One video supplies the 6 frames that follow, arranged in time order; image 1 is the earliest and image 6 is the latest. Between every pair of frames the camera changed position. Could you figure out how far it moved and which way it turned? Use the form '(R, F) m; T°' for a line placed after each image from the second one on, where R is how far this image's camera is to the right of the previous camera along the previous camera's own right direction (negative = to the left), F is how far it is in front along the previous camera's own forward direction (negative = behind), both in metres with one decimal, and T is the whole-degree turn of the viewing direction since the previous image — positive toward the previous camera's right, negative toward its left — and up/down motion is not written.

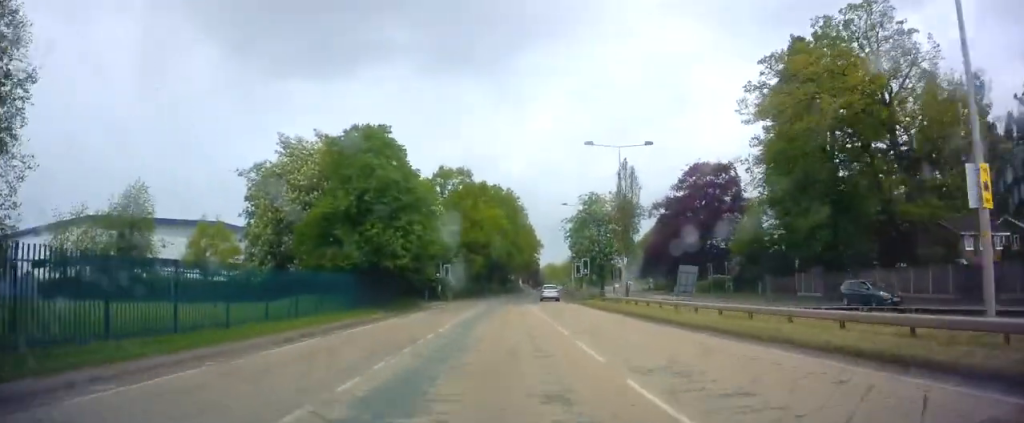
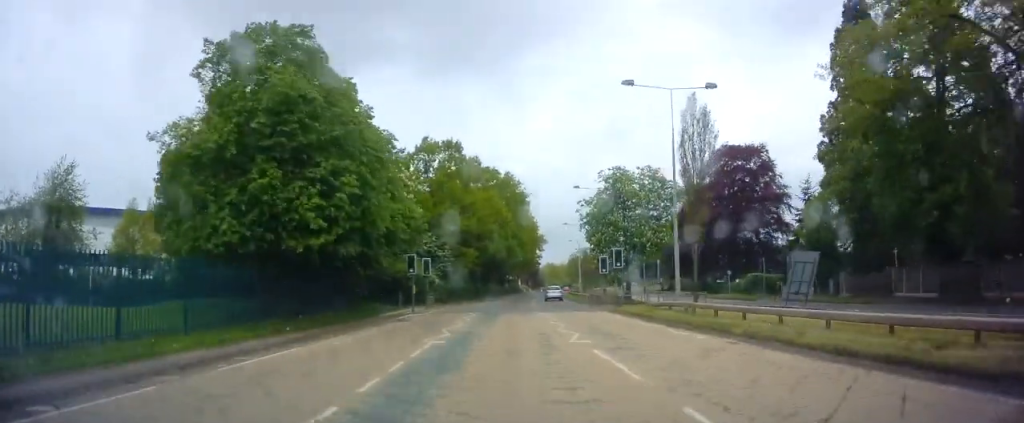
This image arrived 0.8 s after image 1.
(0.0, +13.6) m; +1°
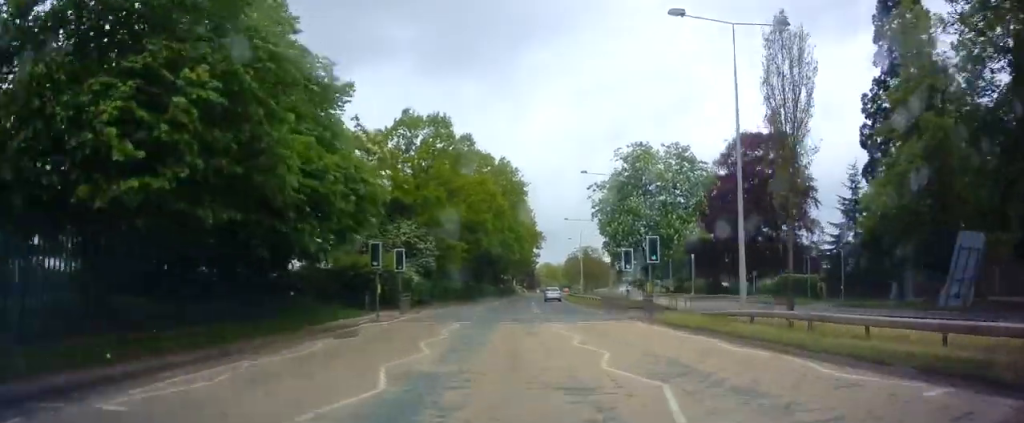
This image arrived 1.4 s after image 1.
(0.0, +8.8) m; +1°
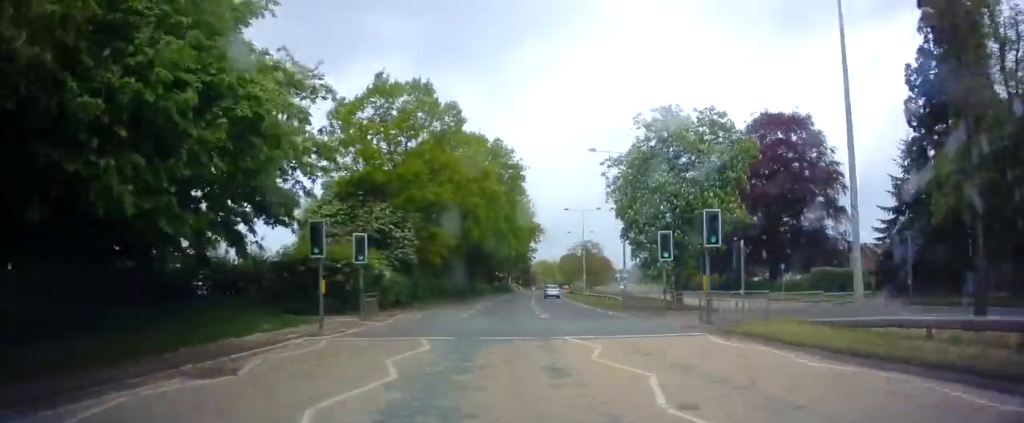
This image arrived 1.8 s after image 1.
(+0.1, +7.8) m; +1°
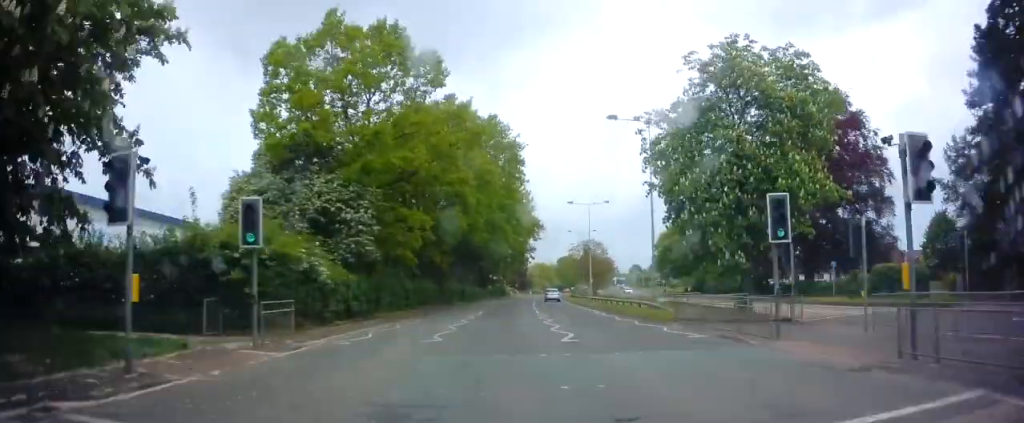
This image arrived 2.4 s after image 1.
(0.0, +10.1) m; +1°
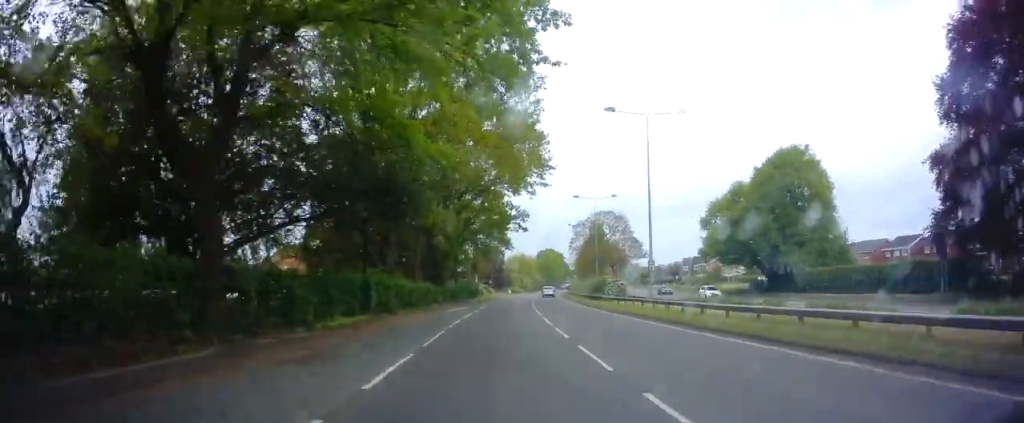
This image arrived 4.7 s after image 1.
(+1.1, +37.2) m; +2°
